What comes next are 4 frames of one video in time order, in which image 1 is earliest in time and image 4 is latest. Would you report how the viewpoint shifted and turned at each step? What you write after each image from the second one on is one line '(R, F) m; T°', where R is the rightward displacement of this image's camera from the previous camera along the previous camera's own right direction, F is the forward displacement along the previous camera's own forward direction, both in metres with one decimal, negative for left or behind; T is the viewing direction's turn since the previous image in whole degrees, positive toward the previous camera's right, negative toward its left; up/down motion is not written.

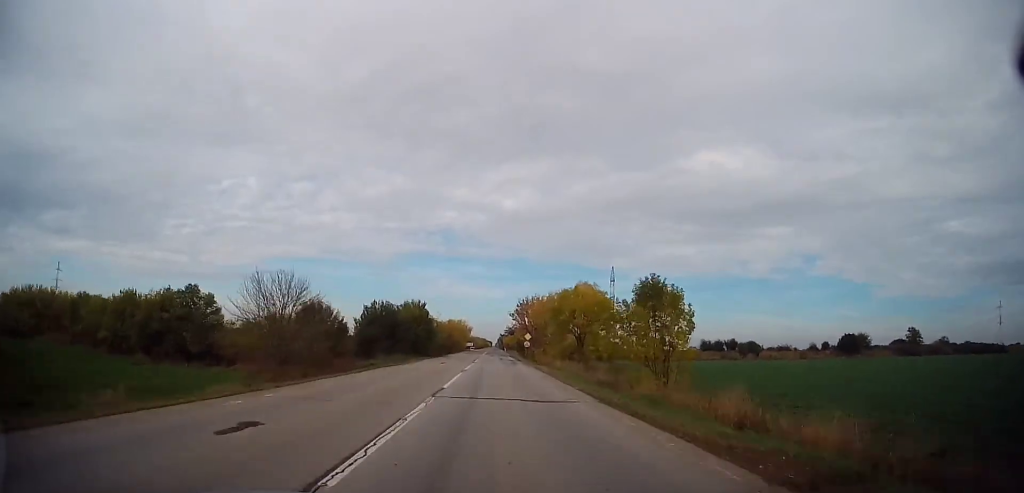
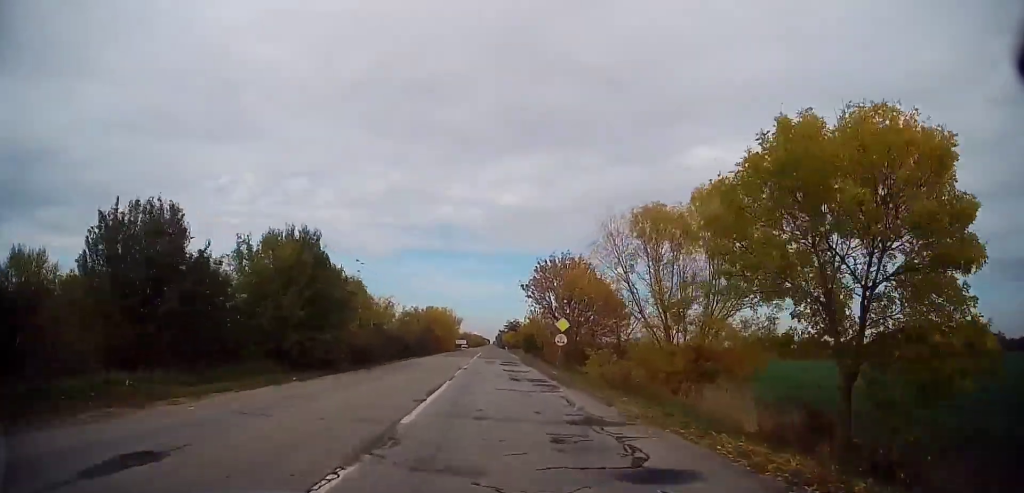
(+0.3, +32.0) m; 0°
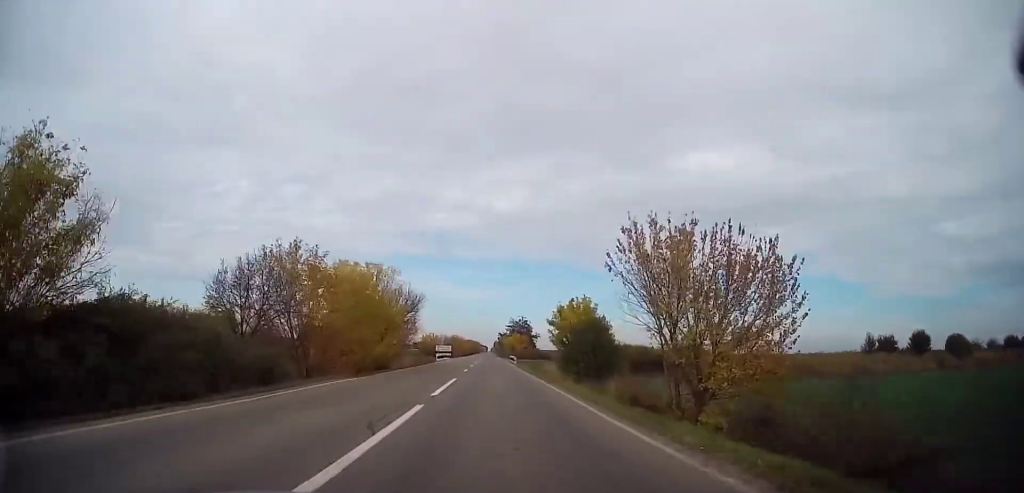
(+0.2, +46.9) m; 0°
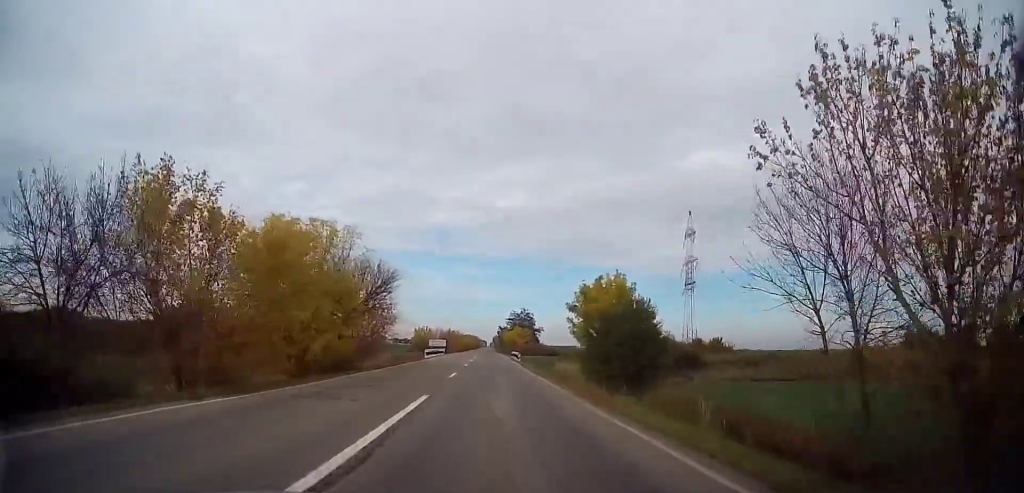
(-0.2, +10.4) m; 0°
